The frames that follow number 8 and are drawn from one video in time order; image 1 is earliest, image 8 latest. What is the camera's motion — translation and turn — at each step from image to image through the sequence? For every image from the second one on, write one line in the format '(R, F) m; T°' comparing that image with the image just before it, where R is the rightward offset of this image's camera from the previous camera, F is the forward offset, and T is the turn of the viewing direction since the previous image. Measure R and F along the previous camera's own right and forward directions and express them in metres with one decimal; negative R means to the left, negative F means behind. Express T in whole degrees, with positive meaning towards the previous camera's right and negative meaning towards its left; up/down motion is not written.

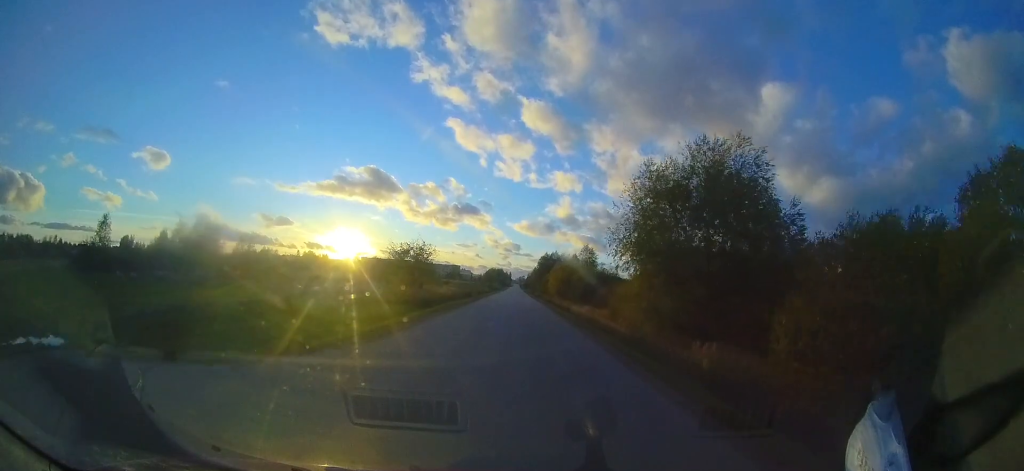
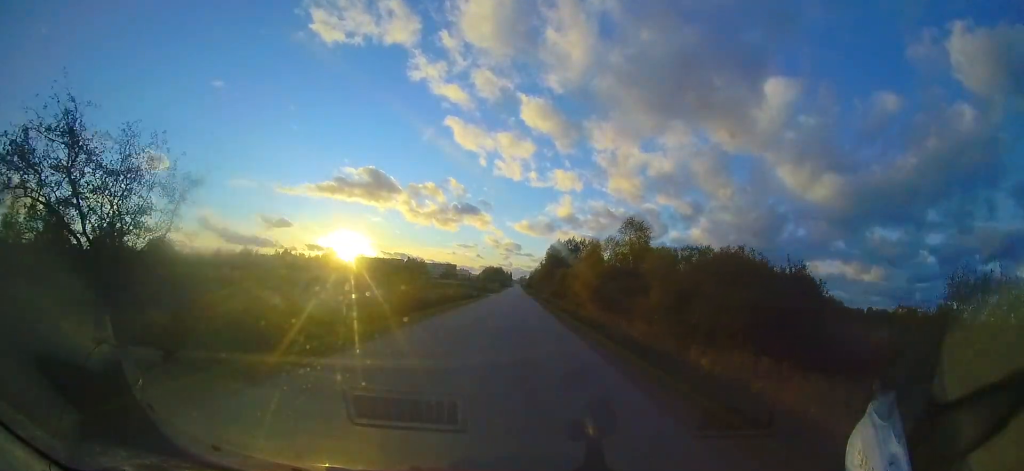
(-0.3, +29.2) m; 0°
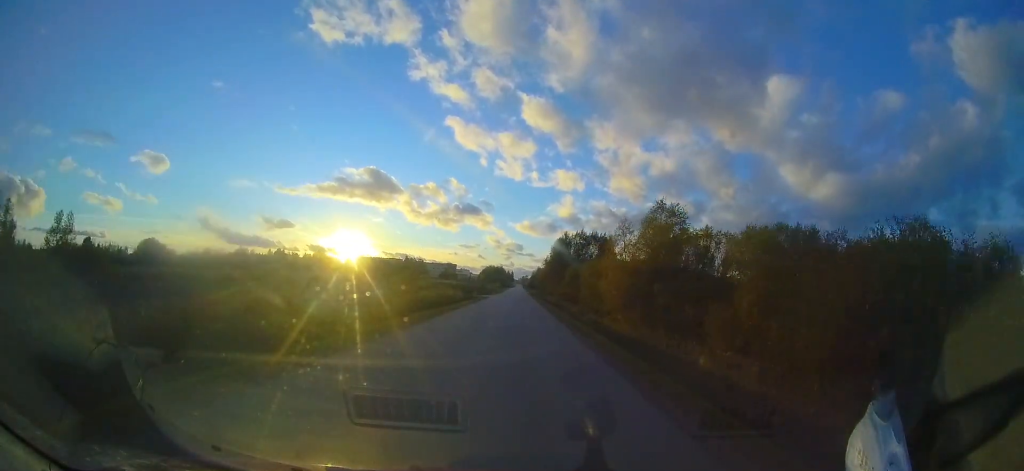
(+0.3, +8.8) m; 0°
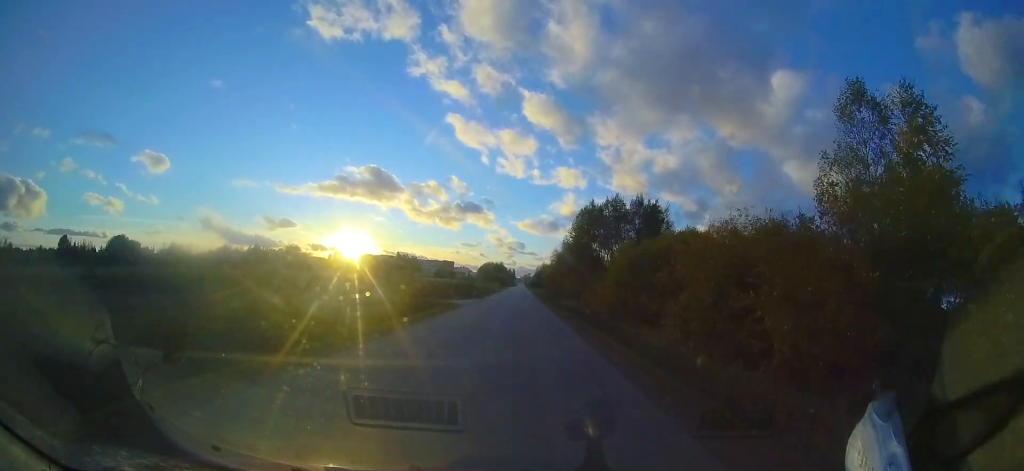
(-0.3, +22.1) m; -2°
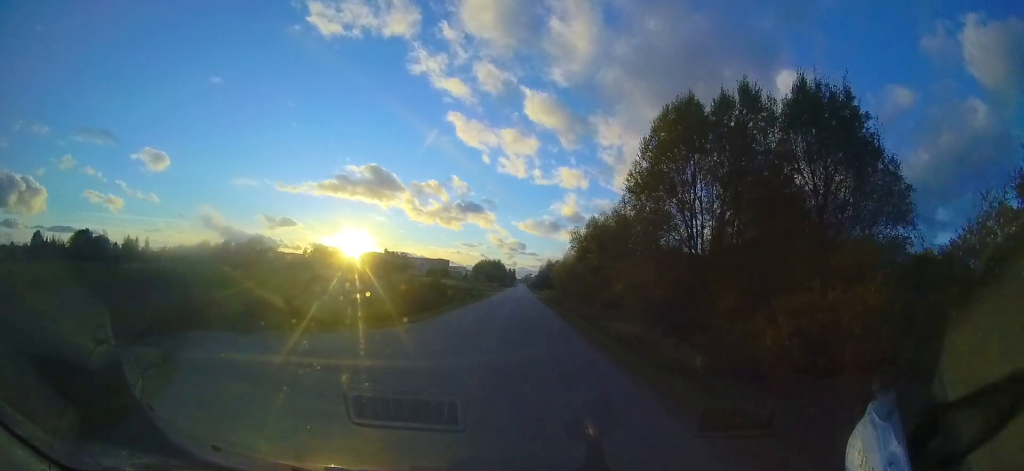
(-0.1, +22.8) m; 0°
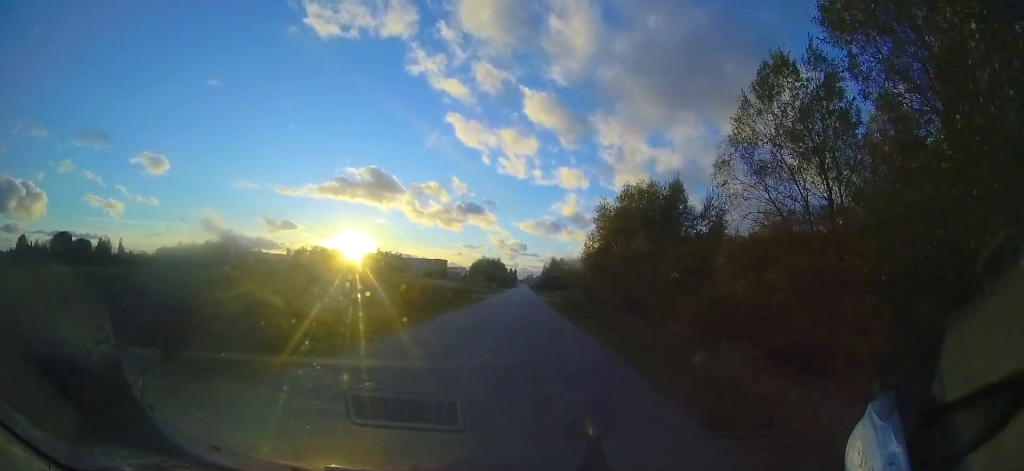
(0.0, +12.9) m; 0°
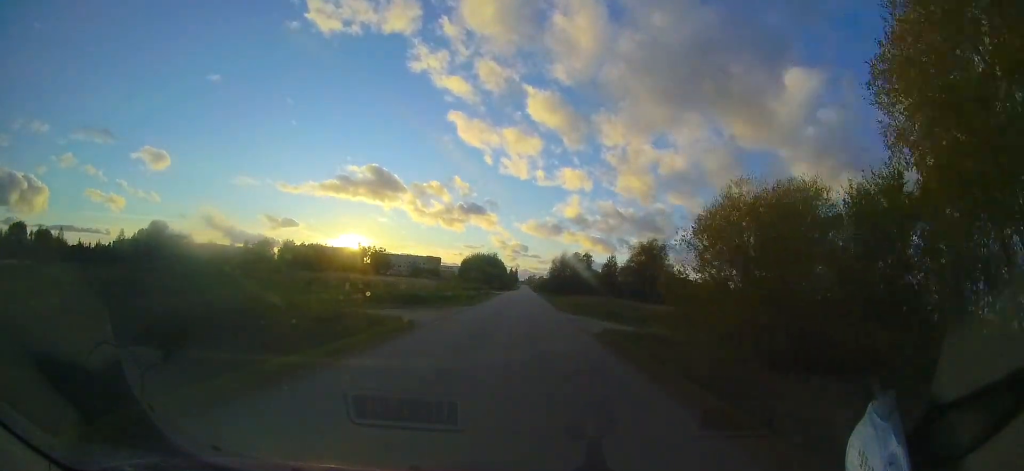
(0.0, +25.8) m; 0°
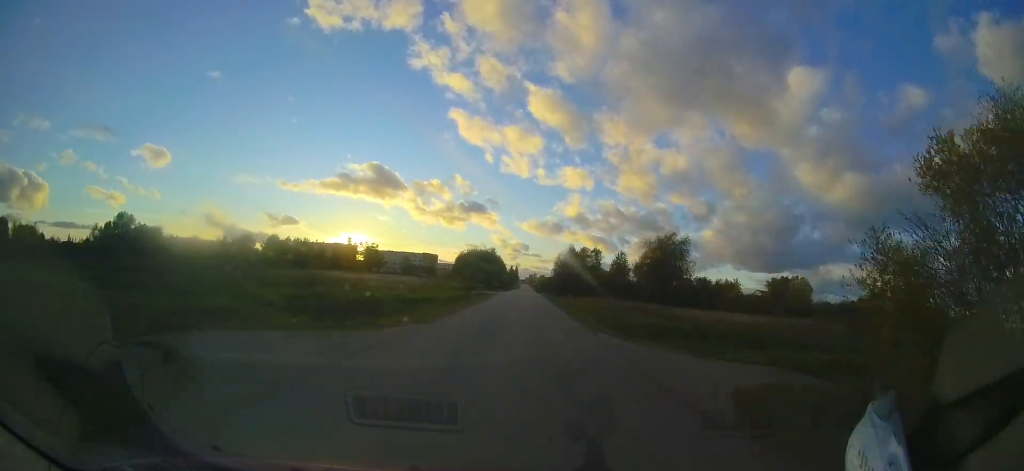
(0.0, +10.2) m; 0°
